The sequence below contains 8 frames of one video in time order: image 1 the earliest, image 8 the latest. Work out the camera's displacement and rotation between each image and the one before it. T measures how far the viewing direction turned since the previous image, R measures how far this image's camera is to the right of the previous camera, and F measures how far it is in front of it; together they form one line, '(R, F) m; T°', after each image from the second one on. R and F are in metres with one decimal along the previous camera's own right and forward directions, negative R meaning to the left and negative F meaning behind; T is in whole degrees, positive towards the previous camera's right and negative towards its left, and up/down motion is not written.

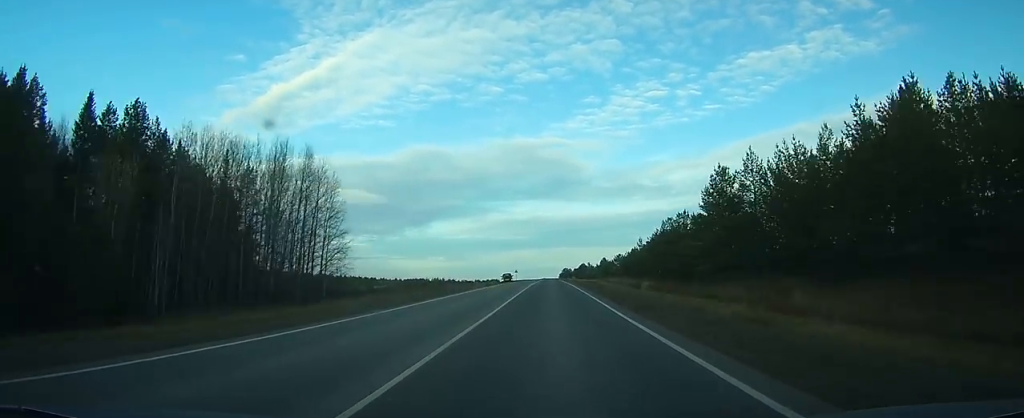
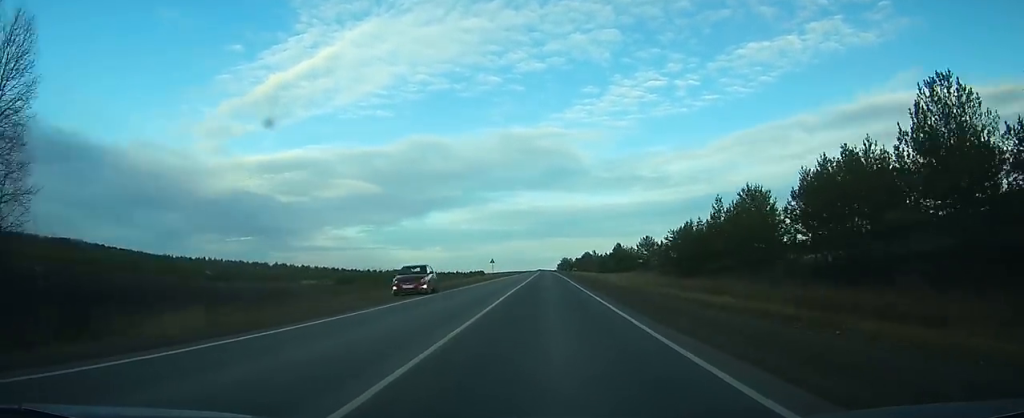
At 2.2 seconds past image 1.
(+0.3, +59.4) m; +1°
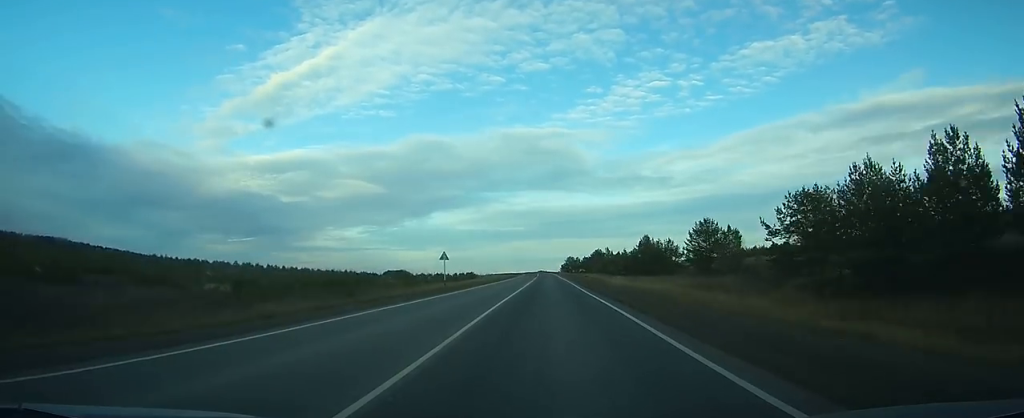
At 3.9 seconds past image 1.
(+0.2, +47.5) m; 0°
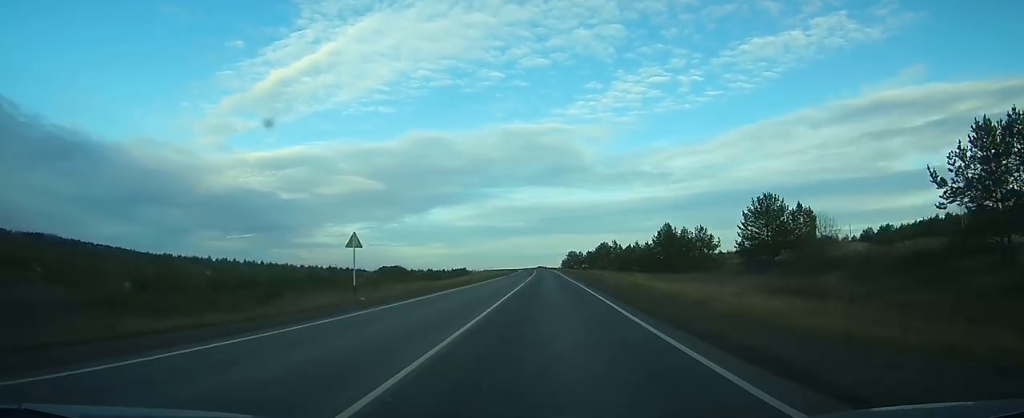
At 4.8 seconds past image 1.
(+0.1, +23.9) m; 0°
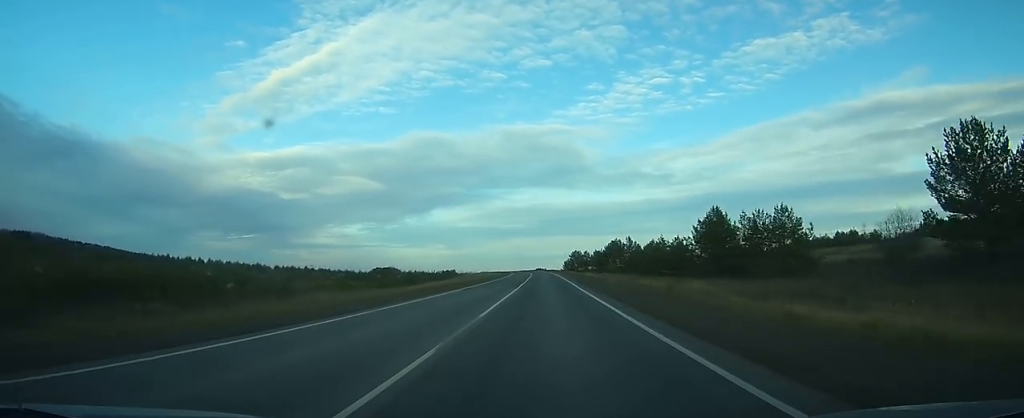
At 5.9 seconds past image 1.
(0.0, +31.9) m; 0°
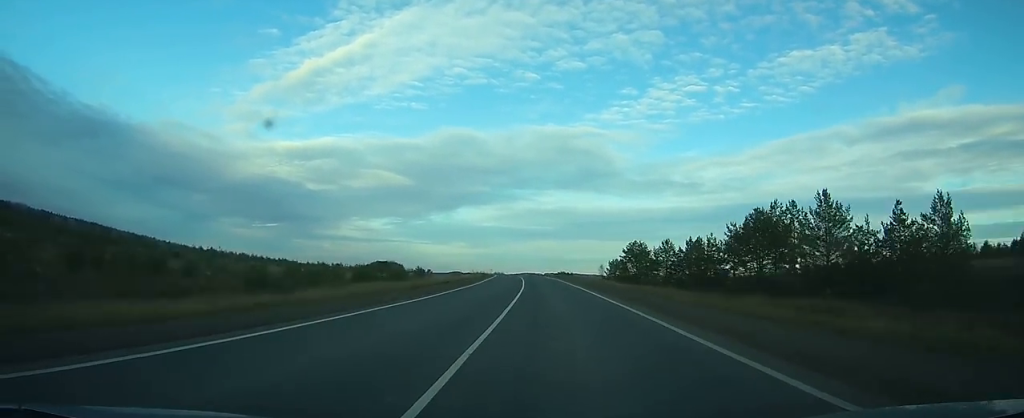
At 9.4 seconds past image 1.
(-1.0, +99.3) m; -2°
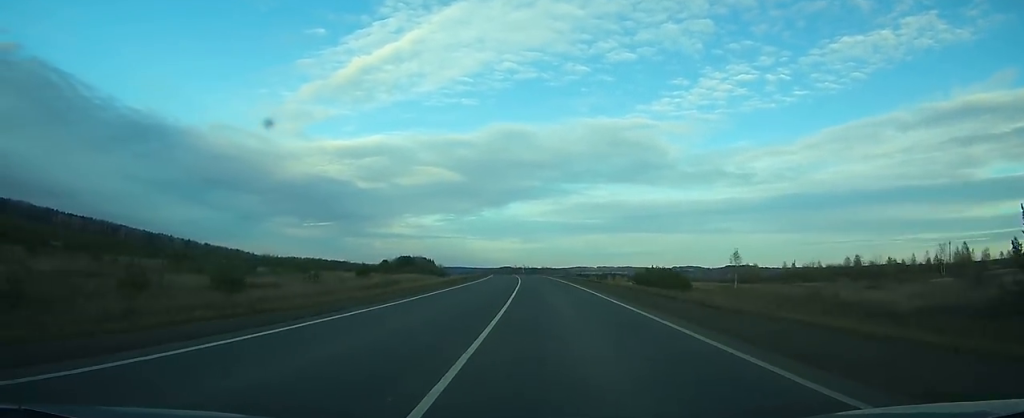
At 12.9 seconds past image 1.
(-3.2, +102.9) m; -5°
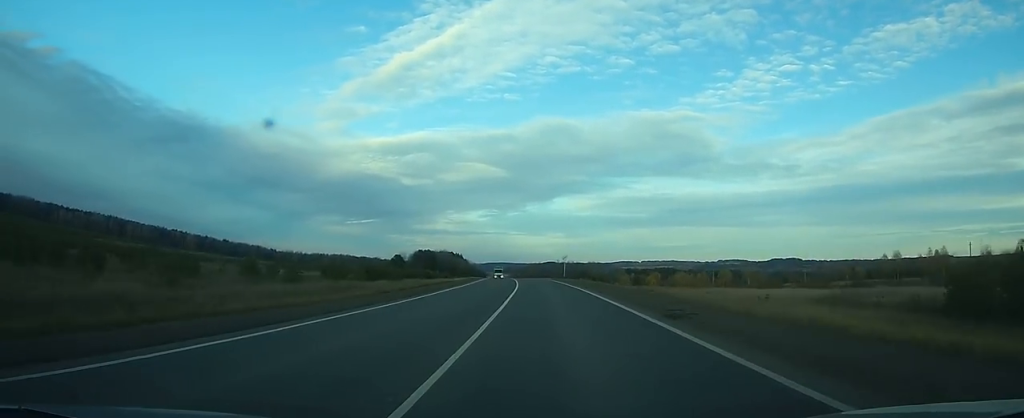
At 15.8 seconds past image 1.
(-4.0, +83.2) m; -5°
